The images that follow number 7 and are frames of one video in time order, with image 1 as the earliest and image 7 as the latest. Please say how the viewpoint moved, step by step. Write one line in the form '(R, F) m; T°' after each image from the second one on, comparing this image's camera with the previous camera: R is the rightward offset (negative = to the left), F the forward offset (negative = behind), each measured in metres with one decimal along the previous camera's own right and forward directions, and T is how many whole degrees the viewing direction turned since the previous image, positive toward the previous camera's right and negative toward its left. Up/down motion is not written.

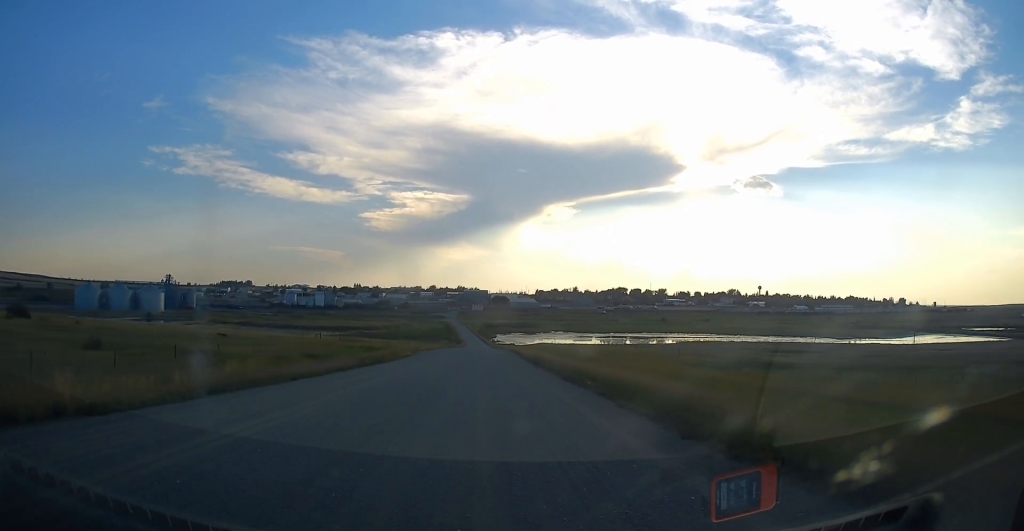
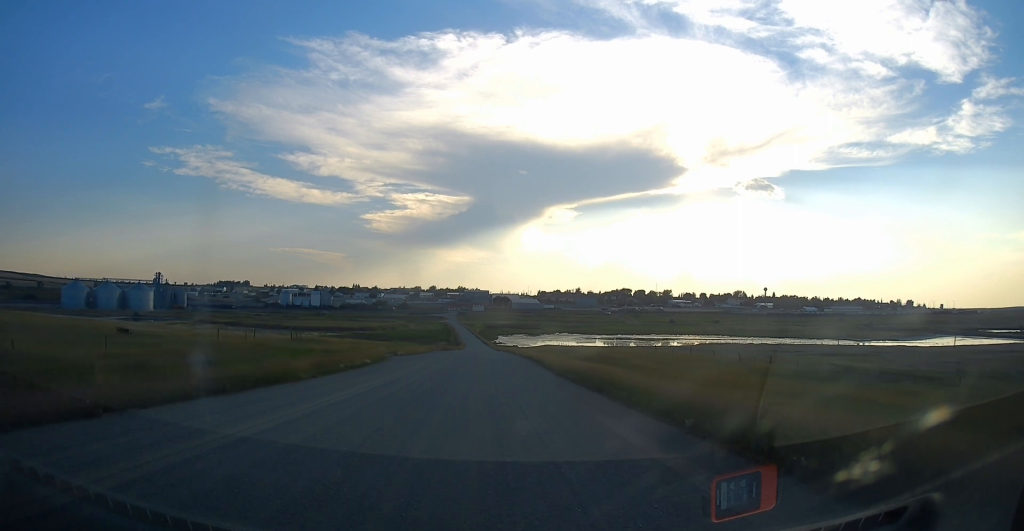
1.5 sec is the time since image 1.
(0.0, +22.8) m; 0°
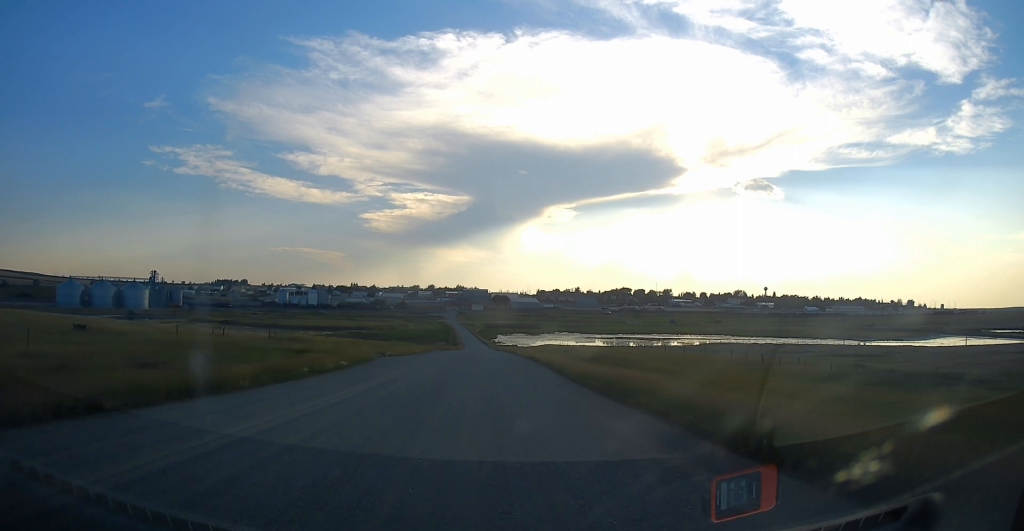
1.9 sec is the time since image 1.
(0.0, +6.5) m; 0°
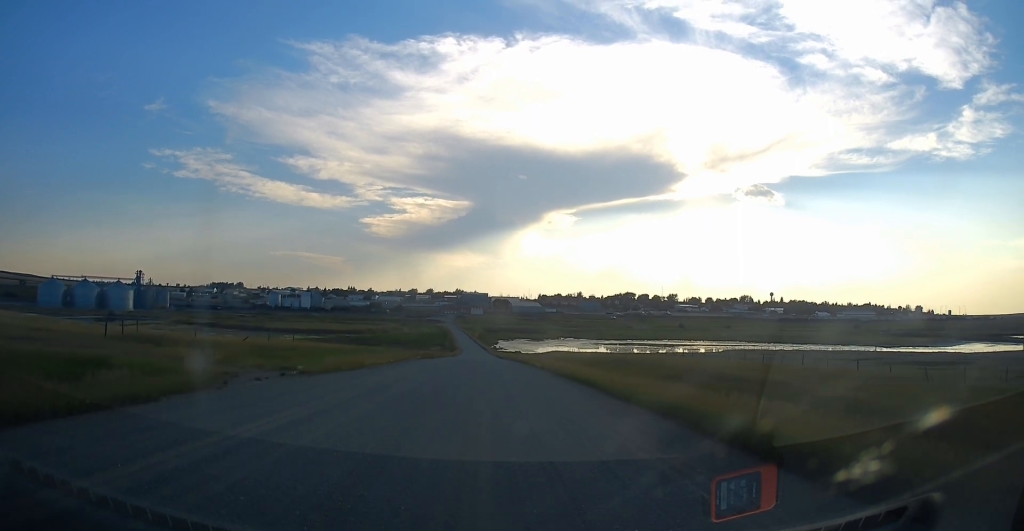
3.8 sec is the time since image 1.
(0.0, +27.5) m; 0°
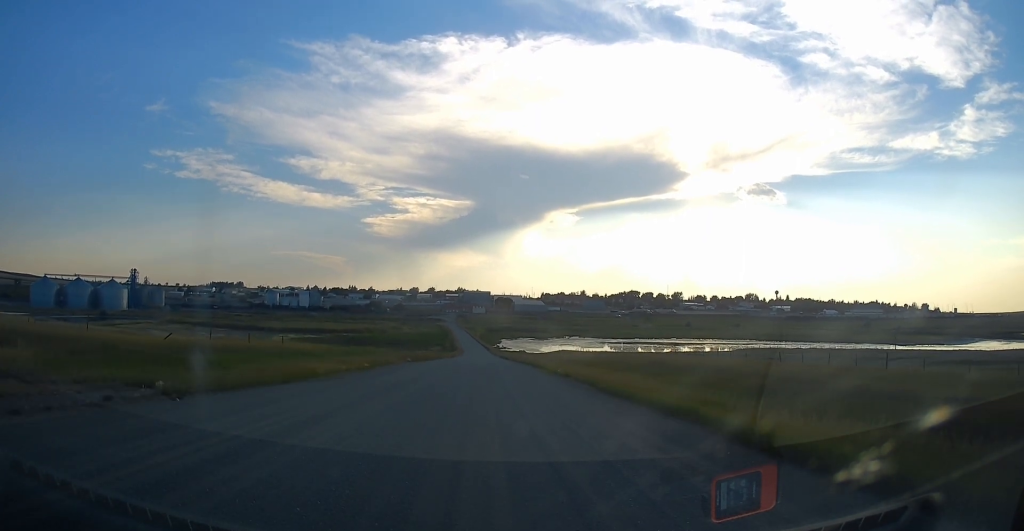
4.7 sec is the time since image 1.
(0.0, +13.2) m; 0°
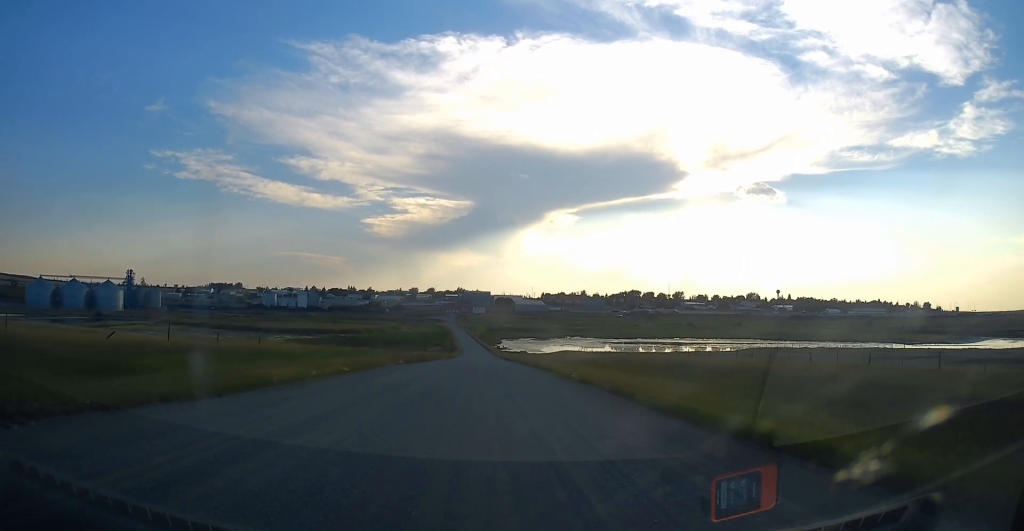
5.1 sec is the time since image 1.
(0.0, +6.4) m; 0°
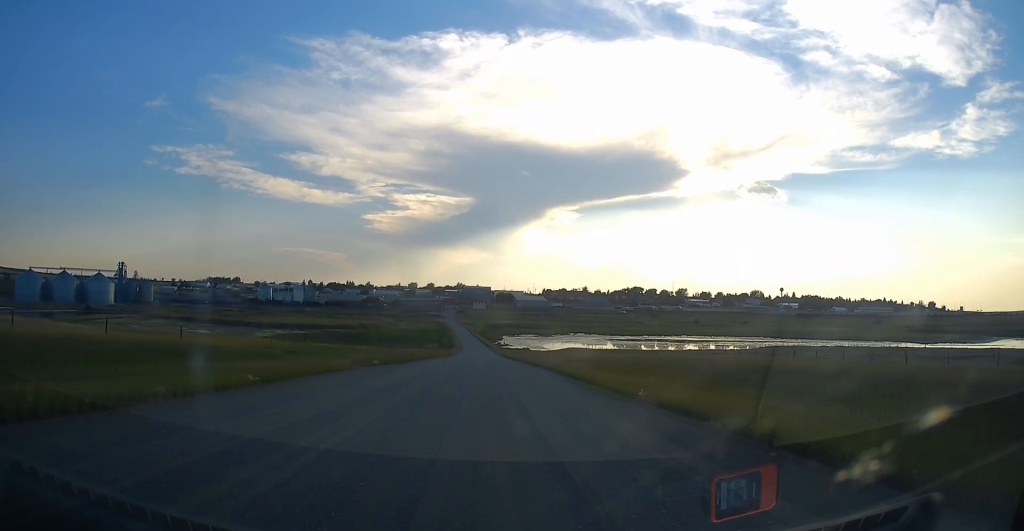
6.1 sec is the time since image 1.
(0.0, +14.7) m; 0°
